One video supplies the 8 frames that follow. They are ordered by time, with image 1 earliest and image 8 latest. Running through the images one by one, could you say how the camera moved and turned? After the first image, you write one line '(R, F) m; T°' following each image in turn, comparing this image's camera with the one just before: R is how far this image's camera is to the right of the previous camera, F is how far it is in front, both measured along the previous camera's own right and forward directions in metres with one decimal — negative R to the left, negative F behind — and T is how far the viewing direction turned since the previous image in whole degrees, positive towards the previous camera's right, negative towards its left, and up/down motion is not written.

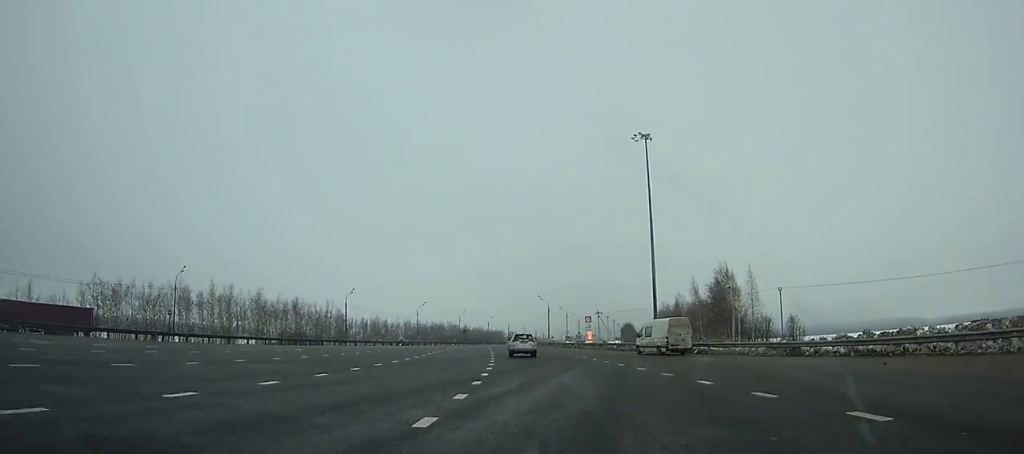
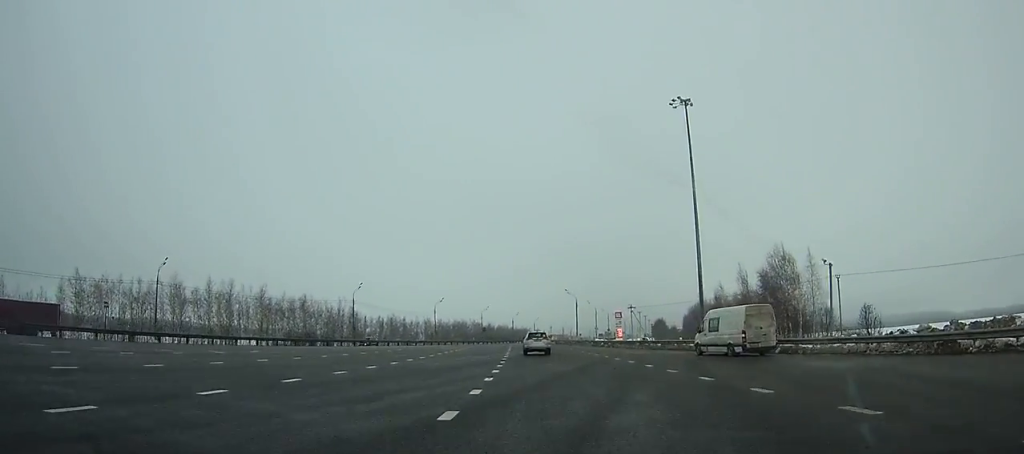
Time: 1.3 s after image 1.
(-0.1, +11.3) m; -1°
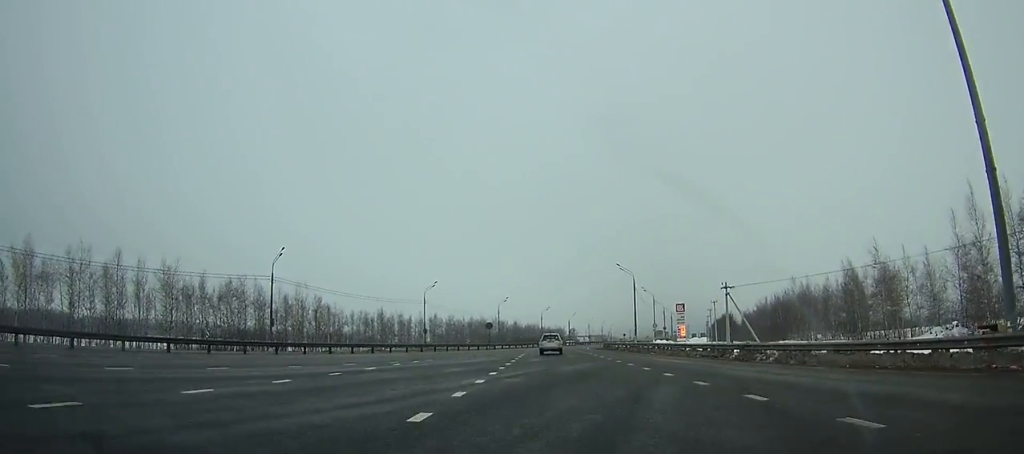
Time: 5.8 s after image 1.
(-1.2, +45.6) m; -2°
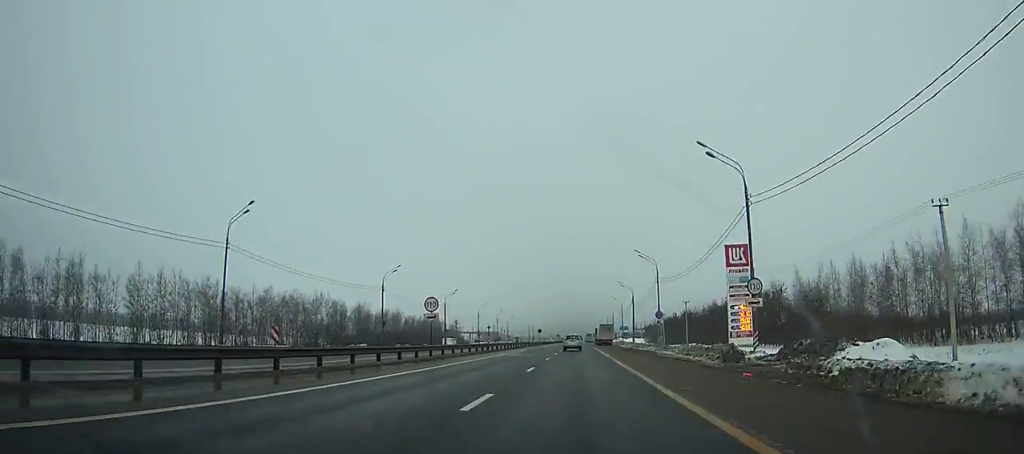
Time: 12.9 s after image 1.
(+5.5, +90.1) m; +10°
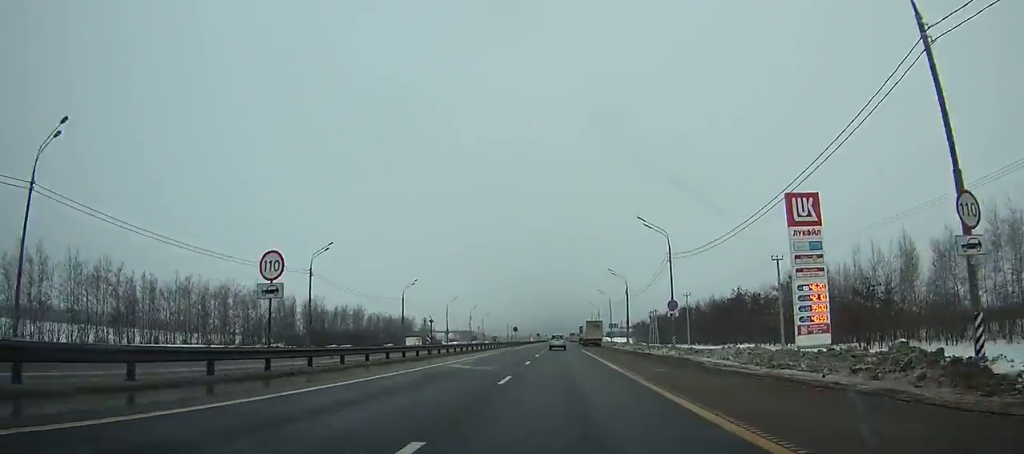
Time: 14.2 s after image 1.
(+0.8, +20.0) m; +1°
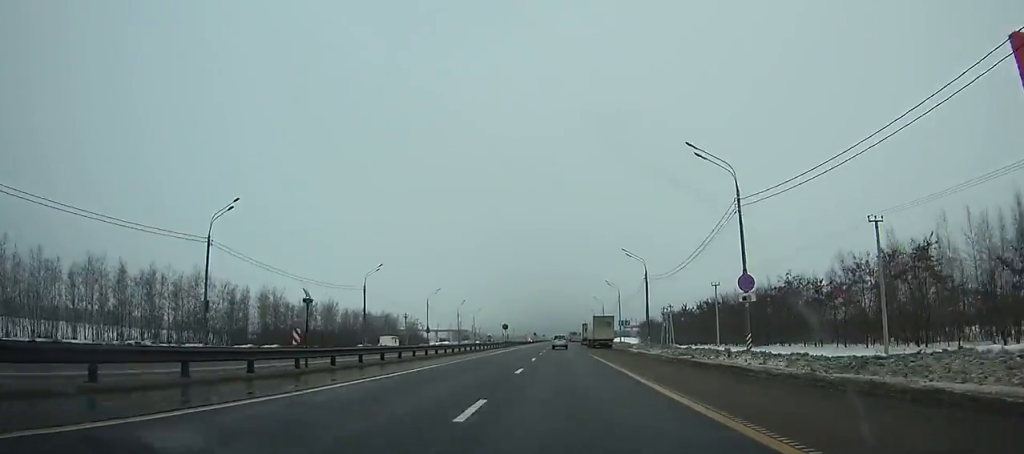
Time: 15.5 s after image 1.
(+0.4, +20.1) m; +1°
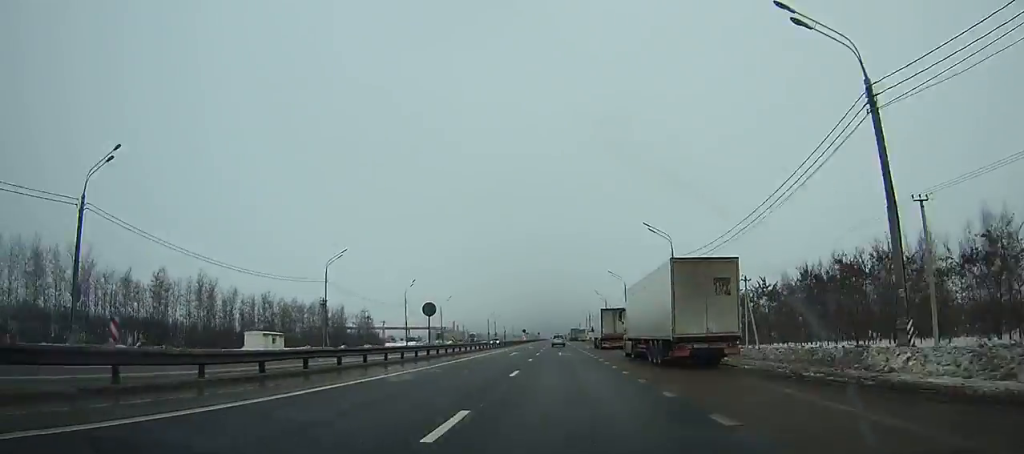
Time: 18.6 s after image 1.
(+0.4, +51.9) m; 0°
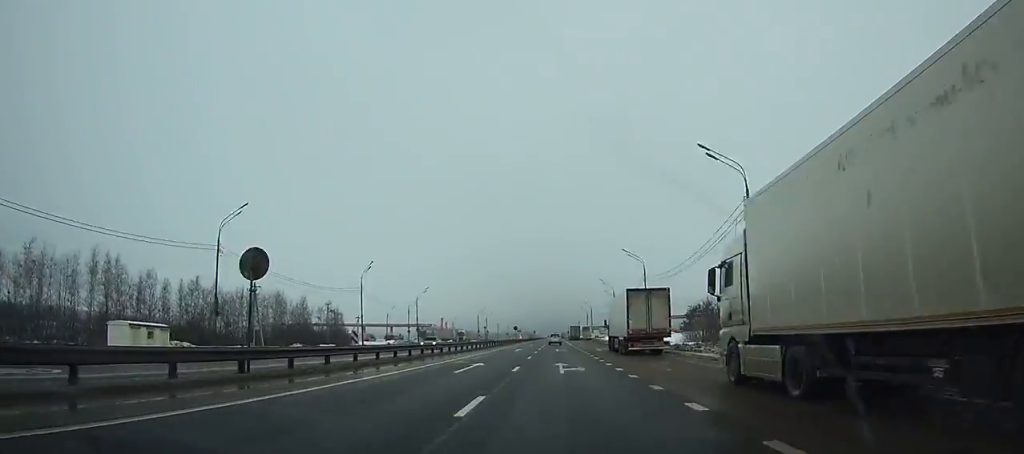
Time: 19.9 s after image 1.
(0.0, +23.4) m; 0°
